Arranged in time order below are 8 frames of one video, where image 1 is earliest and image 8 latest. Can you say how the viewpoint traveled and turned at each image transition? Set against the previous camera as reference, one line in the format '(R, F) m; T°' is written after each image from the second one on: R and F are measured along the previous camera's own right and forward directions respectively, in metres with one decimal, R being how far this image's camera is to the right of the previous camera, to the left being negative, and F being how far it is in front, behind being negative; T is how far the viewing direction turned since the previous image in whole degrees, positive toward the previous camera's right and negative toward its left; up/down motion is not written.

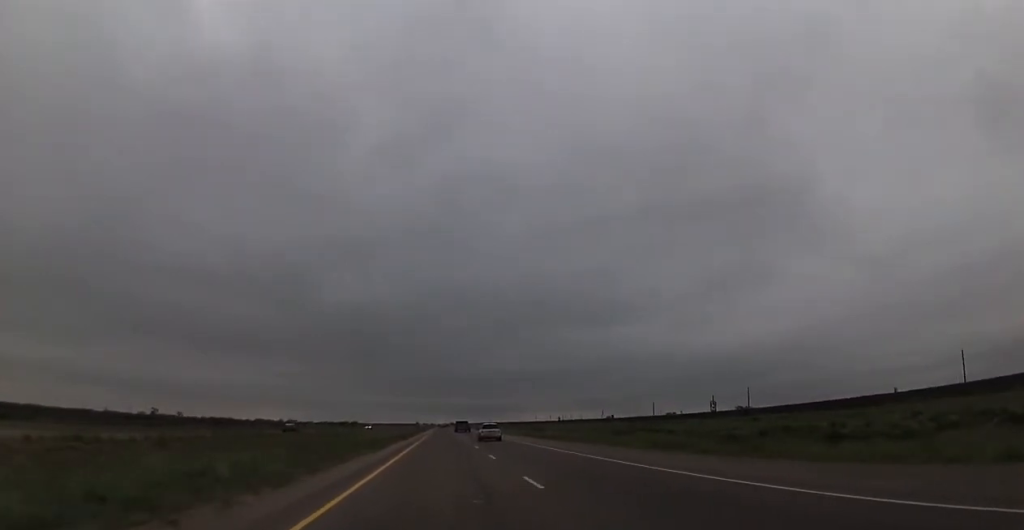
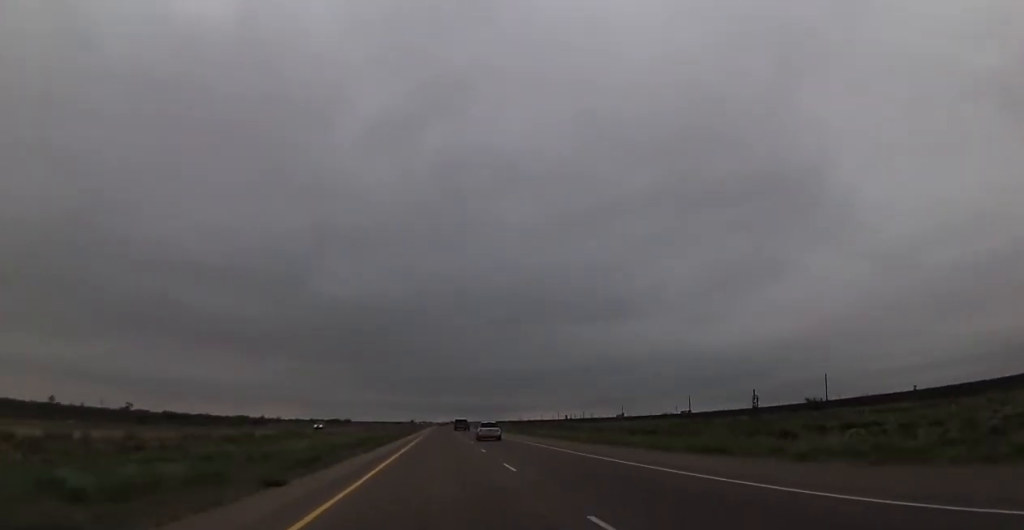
(+0.1, +43.7) m; 0°
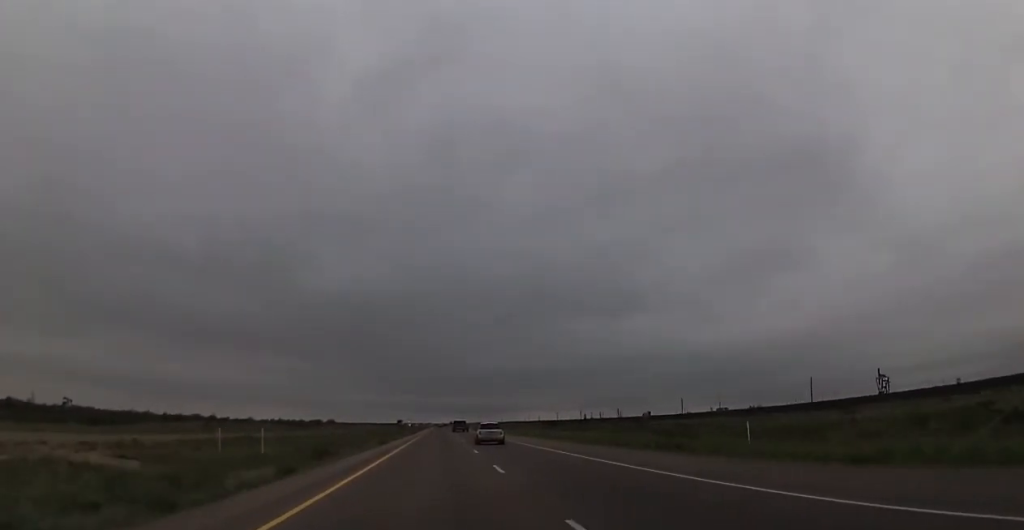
(+0.5, +85.2) m; +1°
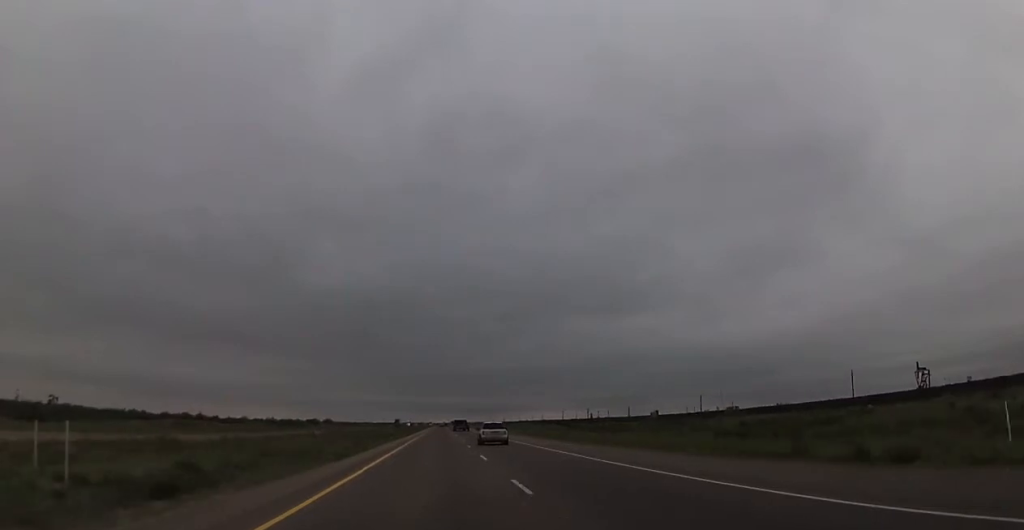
(-0.1, +17.8) m; 0°
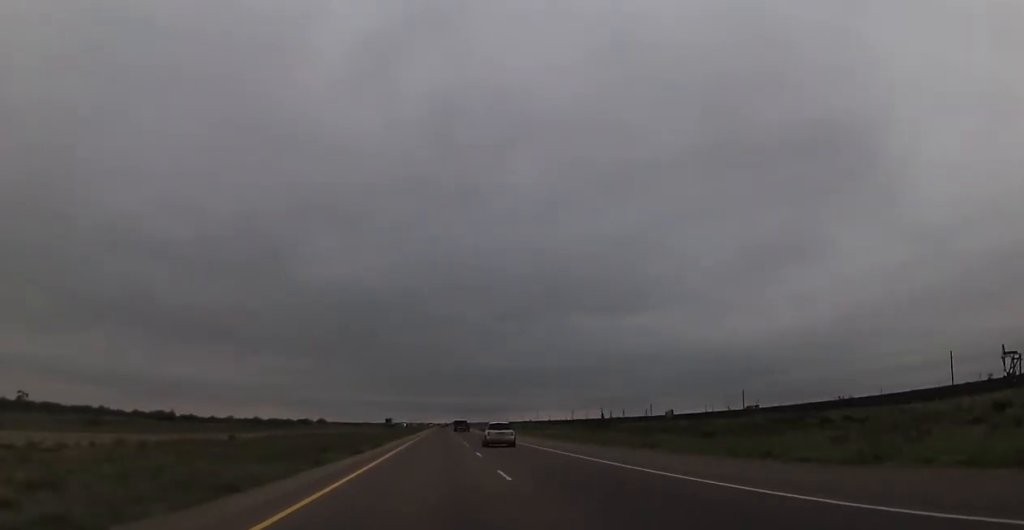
(-0.3, +33.1) m; 0°
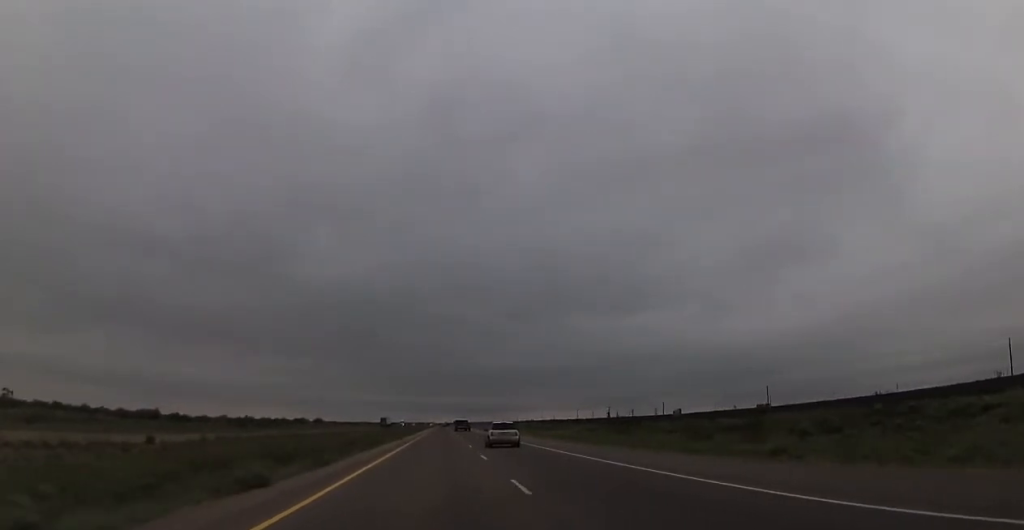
(0.0, +15.4) m; 0°
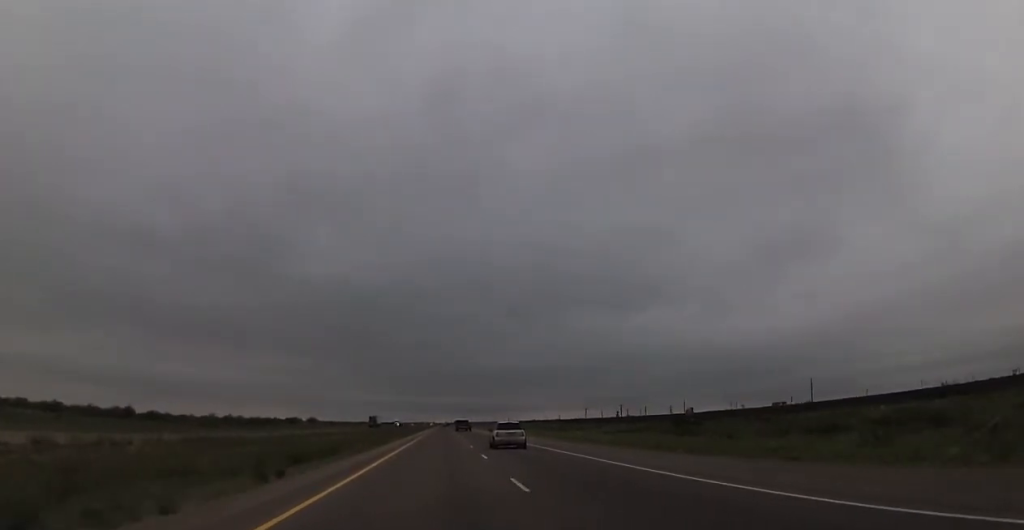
(+0.3, +23.7) m; 0°
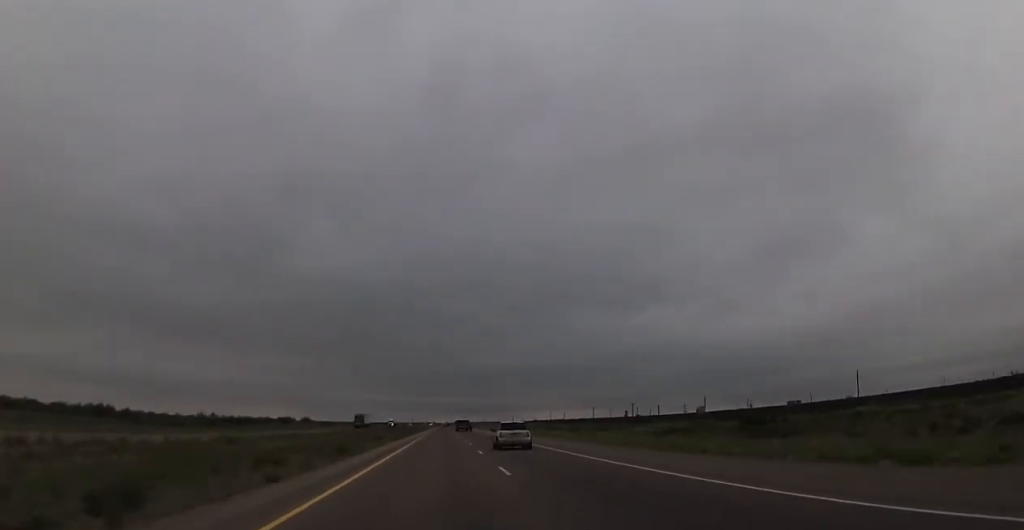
(-0.1, +20.1) m; 0°
